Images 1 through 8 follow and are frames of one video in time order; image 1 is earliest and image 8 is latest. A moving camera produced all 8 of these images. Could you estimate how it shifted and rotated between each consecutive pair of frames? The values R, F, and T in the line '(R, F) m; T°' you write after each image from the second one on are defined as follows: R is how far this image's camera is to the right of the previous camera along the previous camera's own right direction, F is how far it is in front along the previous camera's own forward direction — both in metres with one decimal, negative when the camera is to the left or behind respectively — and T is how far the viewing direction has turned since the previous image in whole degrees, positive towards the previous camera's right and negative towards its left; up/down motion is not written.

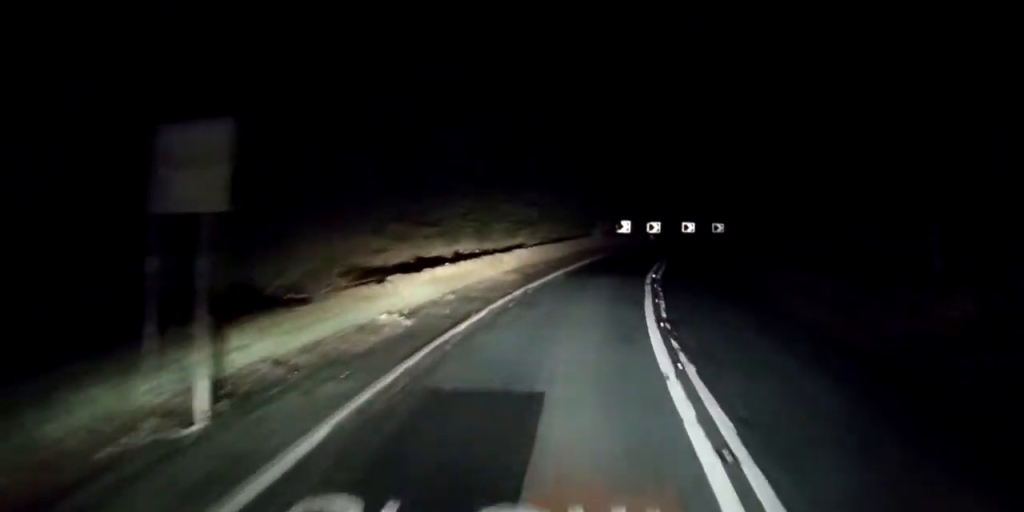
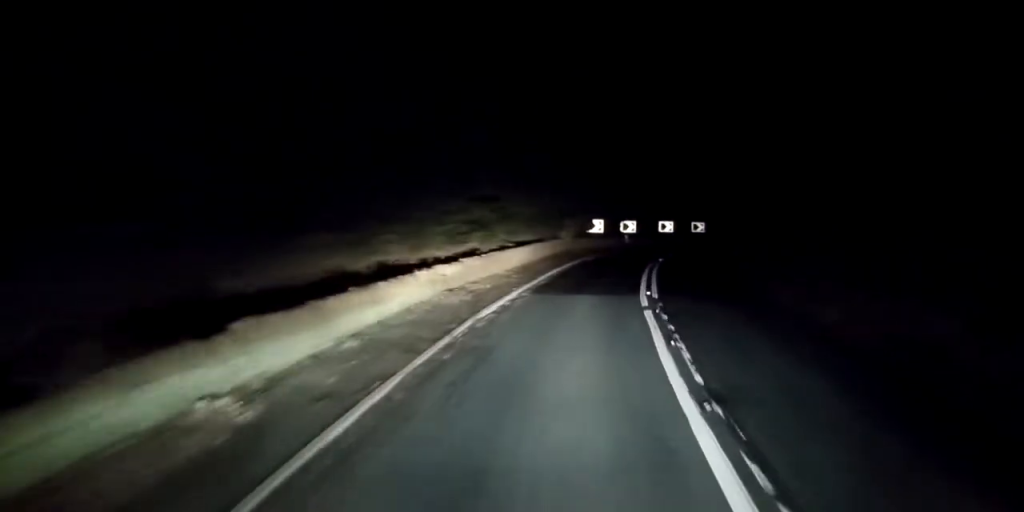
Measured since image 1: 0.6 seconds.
(0.0, +5.2) m; 0°
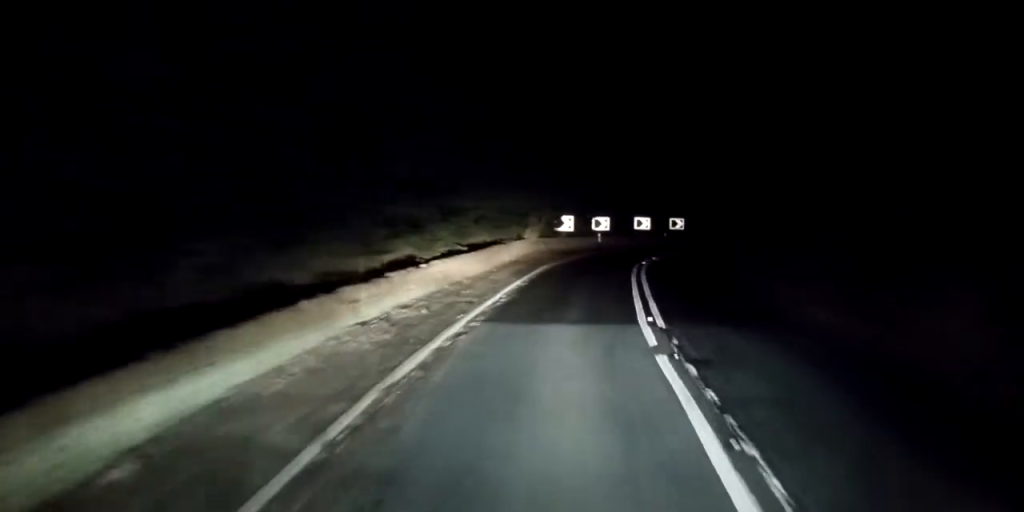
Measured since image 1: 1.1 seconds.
(0.0, +4.8) m; 0°
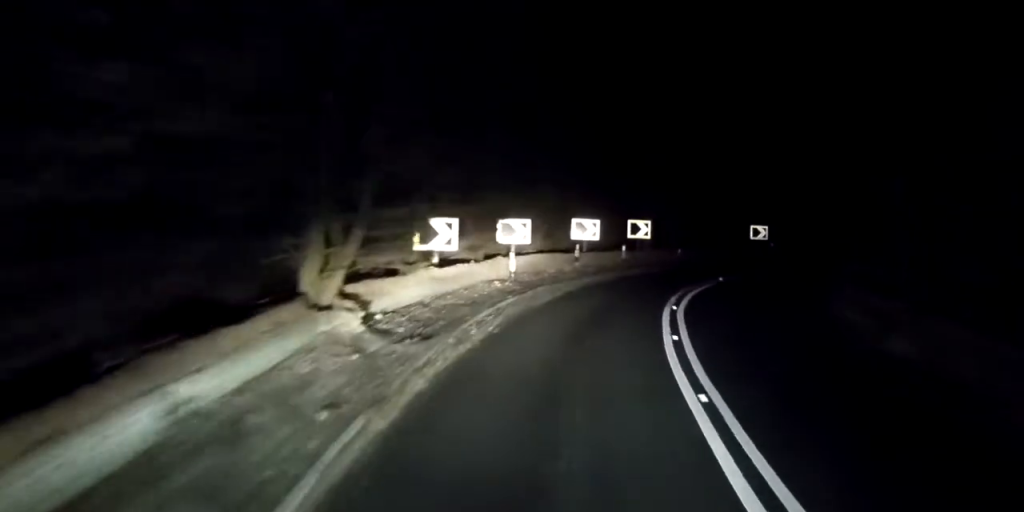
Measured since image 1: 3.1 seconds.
(0.0, +20.6) m; 0°
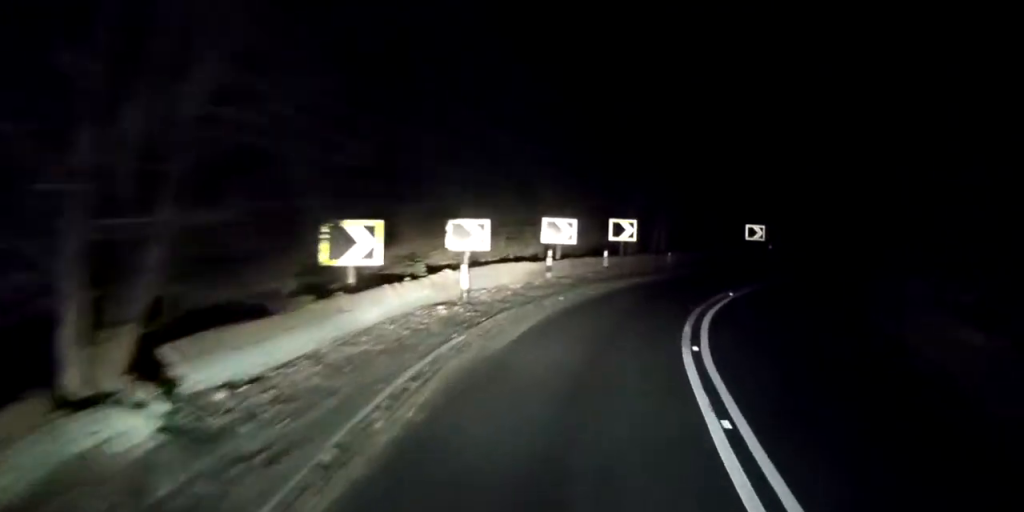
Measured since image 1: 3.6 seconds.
(0.0, +5.1) m; 0°
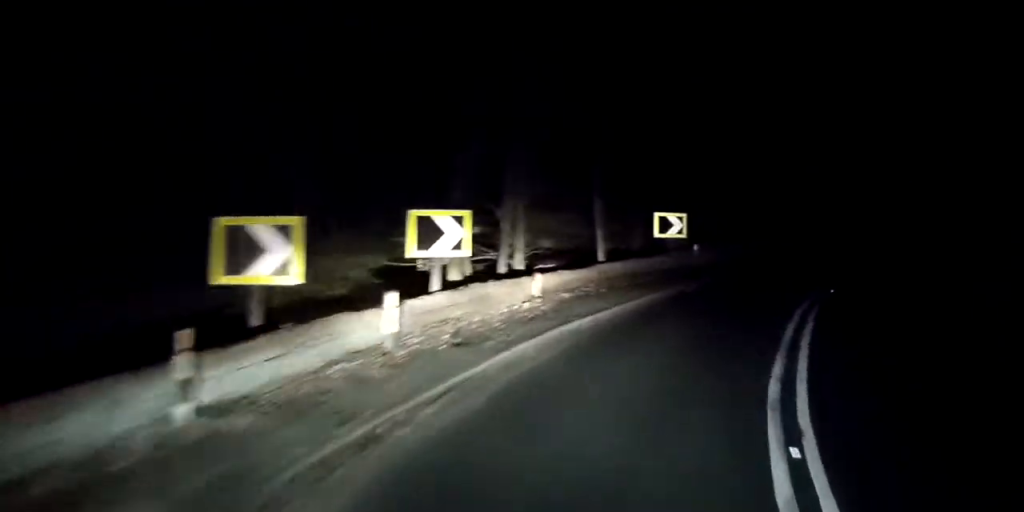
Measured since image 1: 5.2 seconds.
(0.0, +14.1) m; +25°
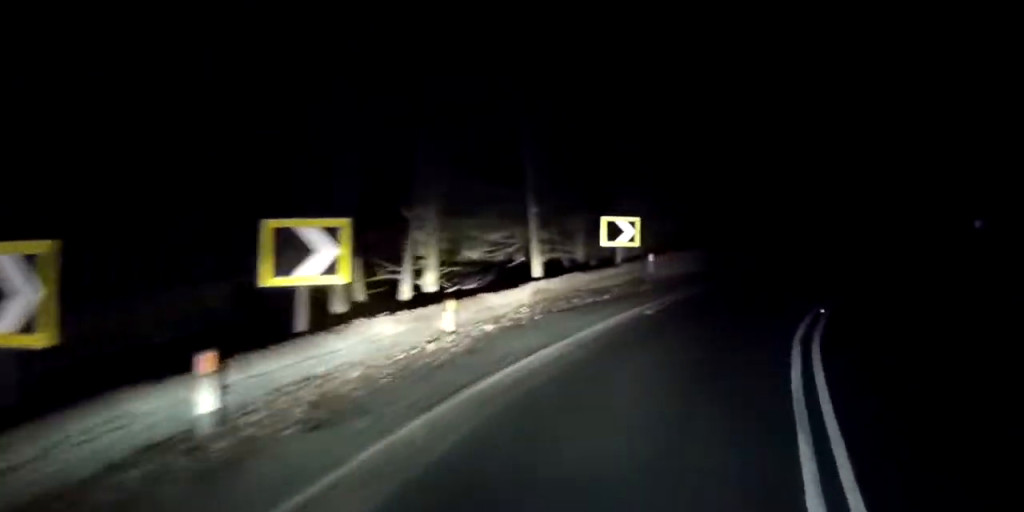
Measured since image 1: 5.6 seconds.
(+1.1, +2.8) m; +13°
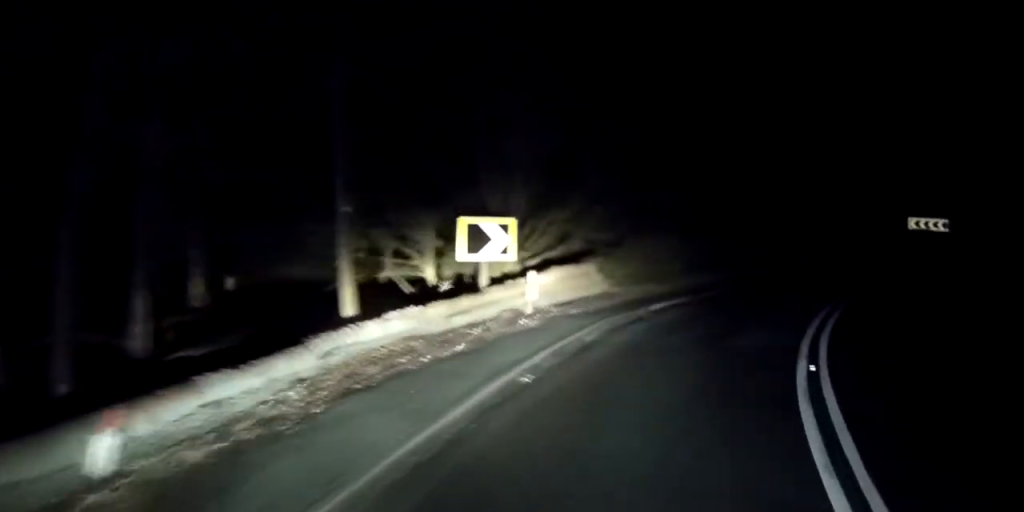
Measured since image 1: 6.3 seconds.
(+1.8, +5.2) m; +22°
